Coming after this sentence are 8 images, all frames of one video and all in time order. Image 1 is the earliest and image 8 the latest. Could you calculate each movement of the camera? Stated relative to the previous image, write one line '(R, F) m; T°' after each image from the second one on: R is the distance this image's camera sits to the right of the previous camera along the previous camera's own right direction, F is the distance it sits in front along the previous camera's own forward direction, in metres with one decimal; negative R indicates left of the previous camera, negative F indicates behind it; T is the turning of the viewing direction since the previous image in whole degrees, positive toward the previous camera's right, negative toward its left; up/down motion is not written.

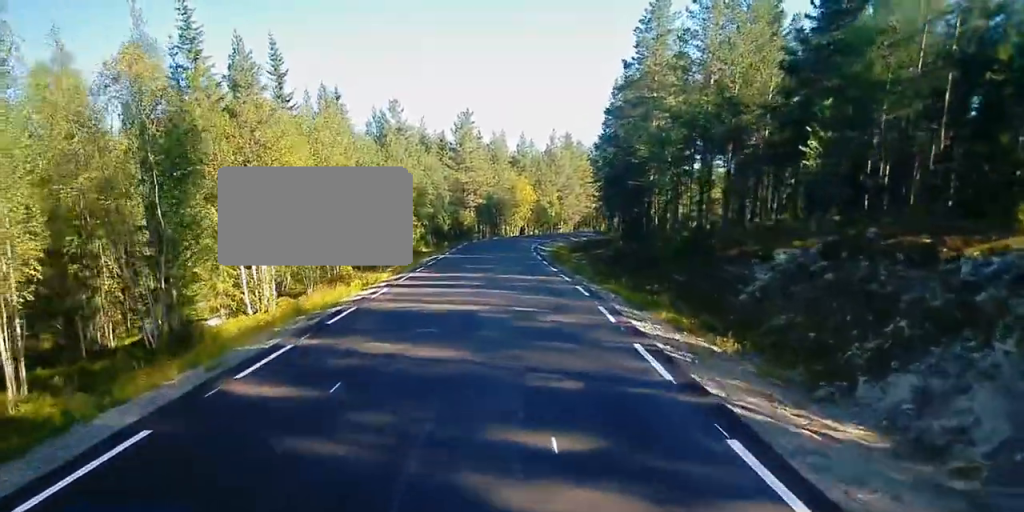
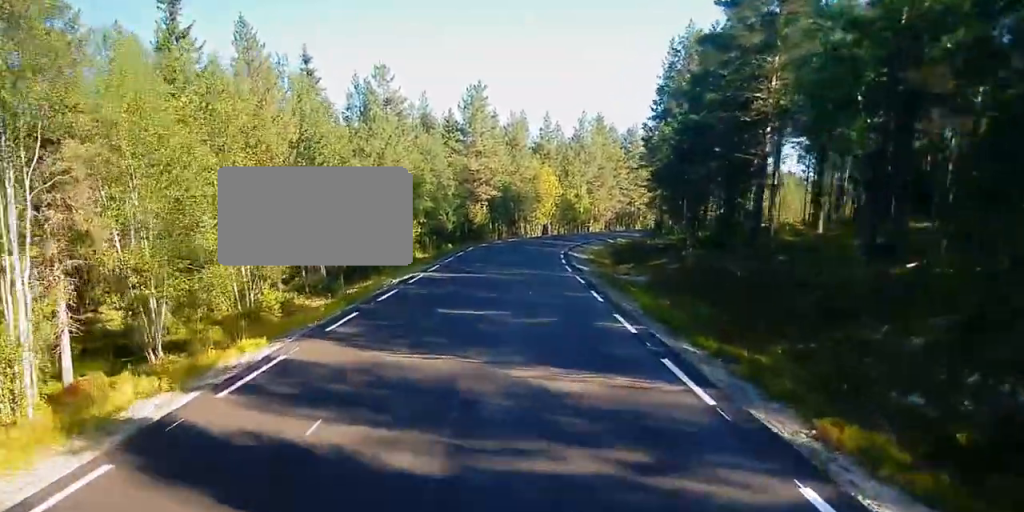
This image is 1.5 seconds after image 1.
(-0.3, +18.7) m; -1°
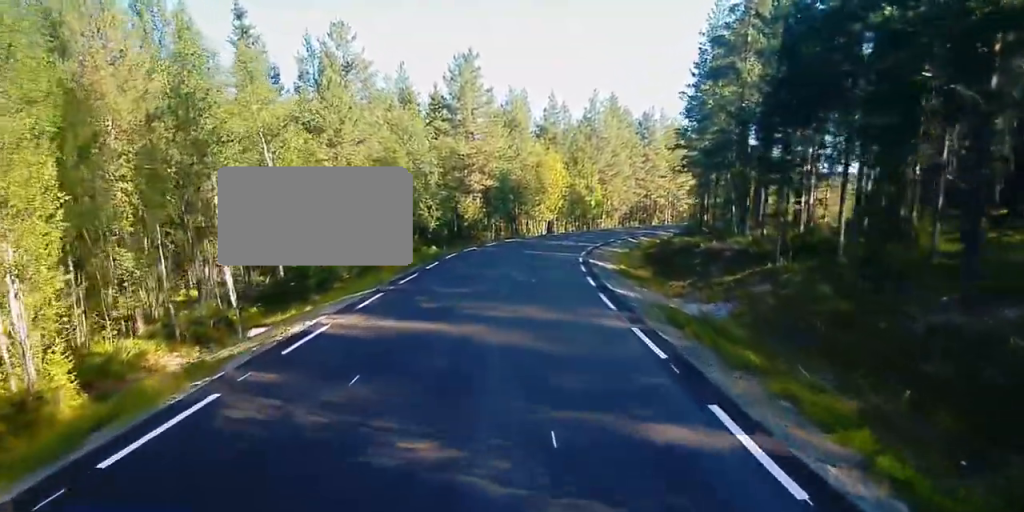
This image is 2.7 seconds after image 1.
(0.0, +15.0) m; +1°
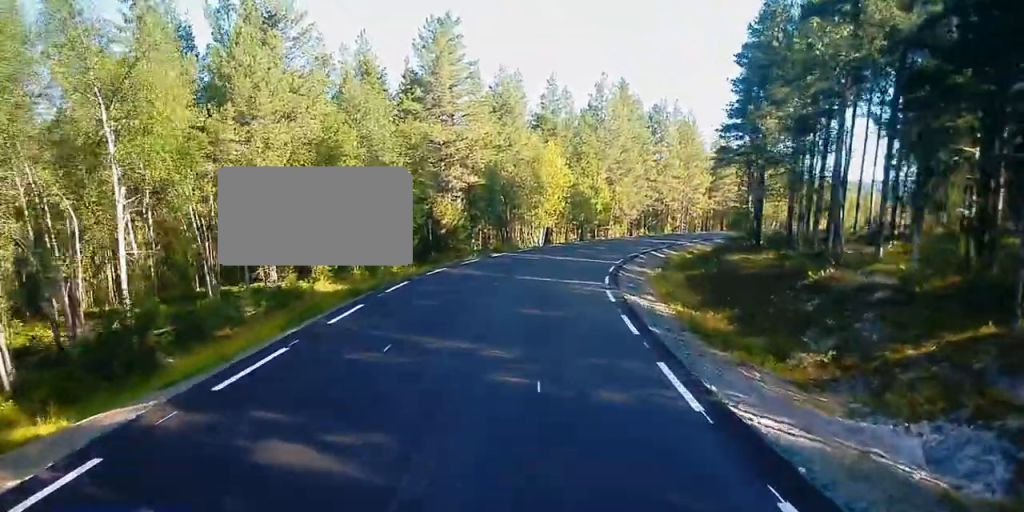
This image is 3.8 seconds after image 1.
(+0.2, +15.0) m; 0°
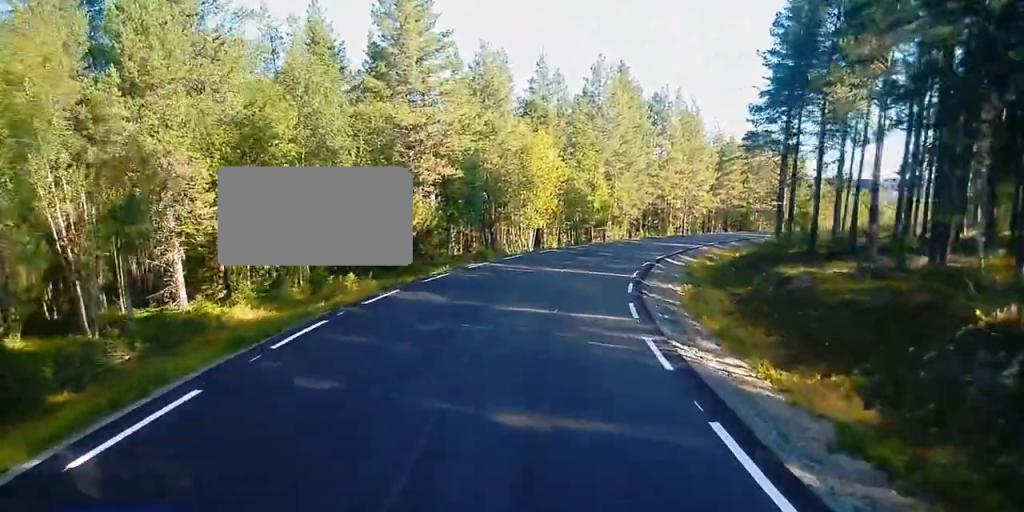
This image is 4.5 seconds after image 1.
(-0.2, +9.3) m; 0°
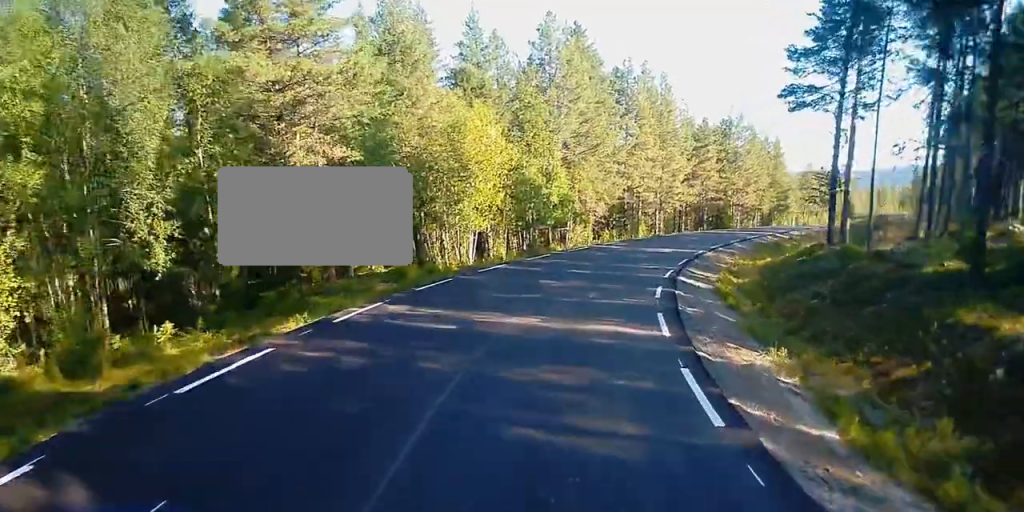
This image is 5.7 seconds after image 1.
(+0.2, +15.3) m; +4°
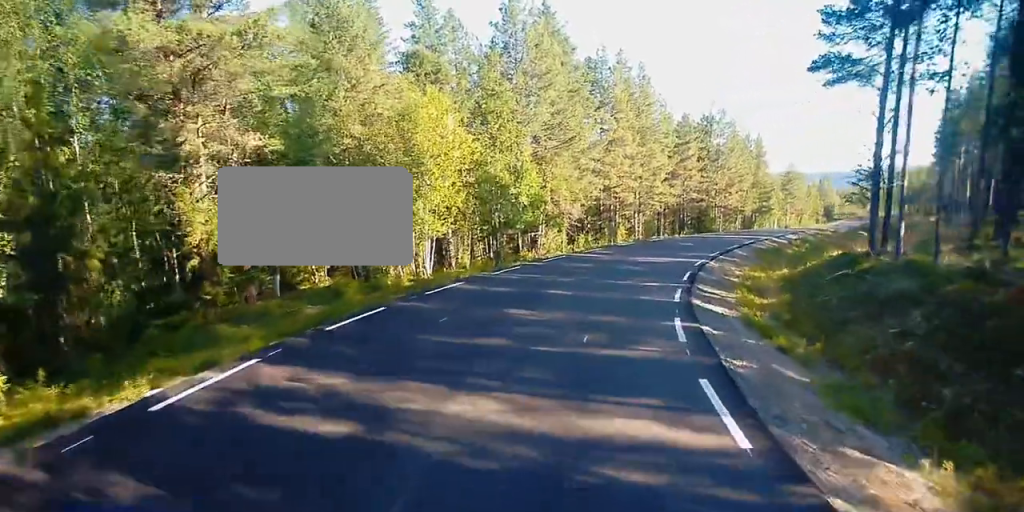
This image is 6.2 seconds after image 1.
(+0.3, +6.7) m; +2°
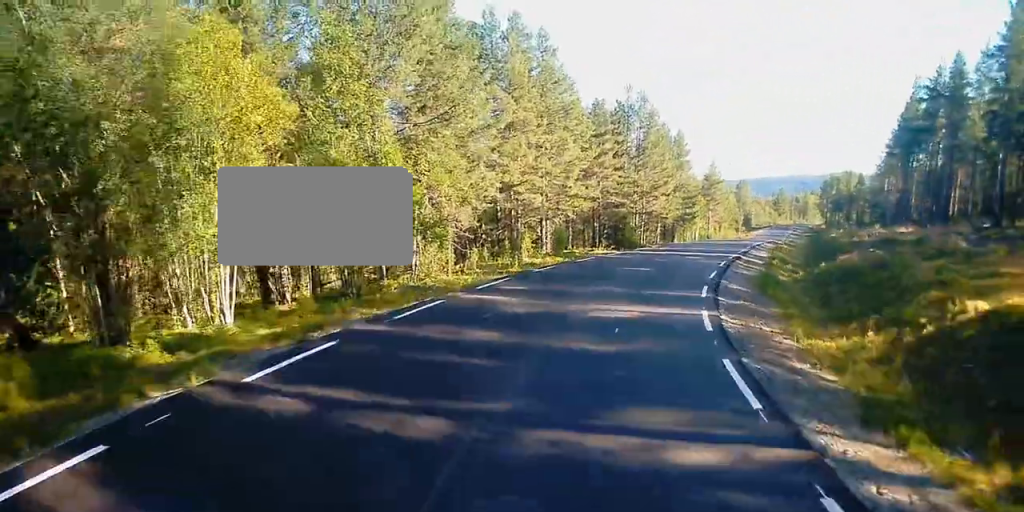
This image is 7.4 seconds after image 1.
(+0.7, +16.0) m; +6°
